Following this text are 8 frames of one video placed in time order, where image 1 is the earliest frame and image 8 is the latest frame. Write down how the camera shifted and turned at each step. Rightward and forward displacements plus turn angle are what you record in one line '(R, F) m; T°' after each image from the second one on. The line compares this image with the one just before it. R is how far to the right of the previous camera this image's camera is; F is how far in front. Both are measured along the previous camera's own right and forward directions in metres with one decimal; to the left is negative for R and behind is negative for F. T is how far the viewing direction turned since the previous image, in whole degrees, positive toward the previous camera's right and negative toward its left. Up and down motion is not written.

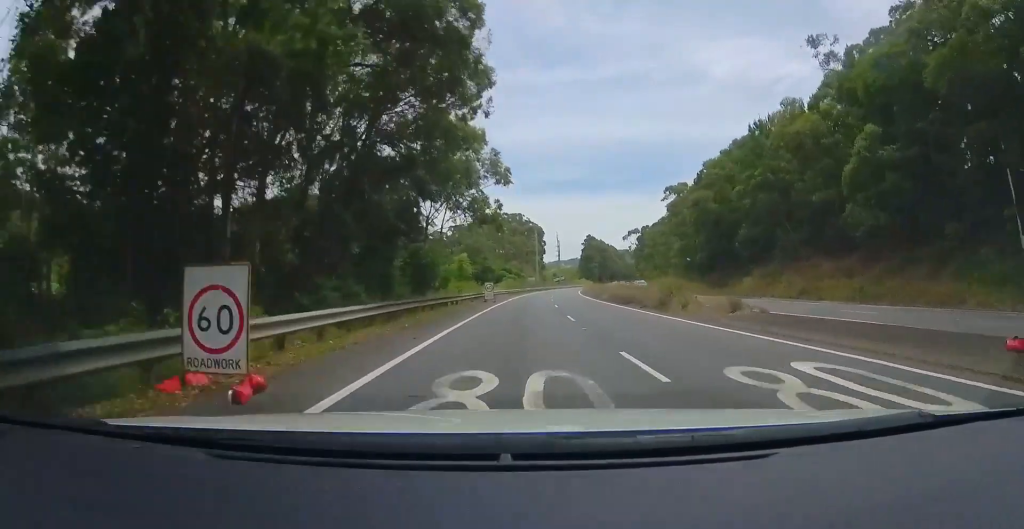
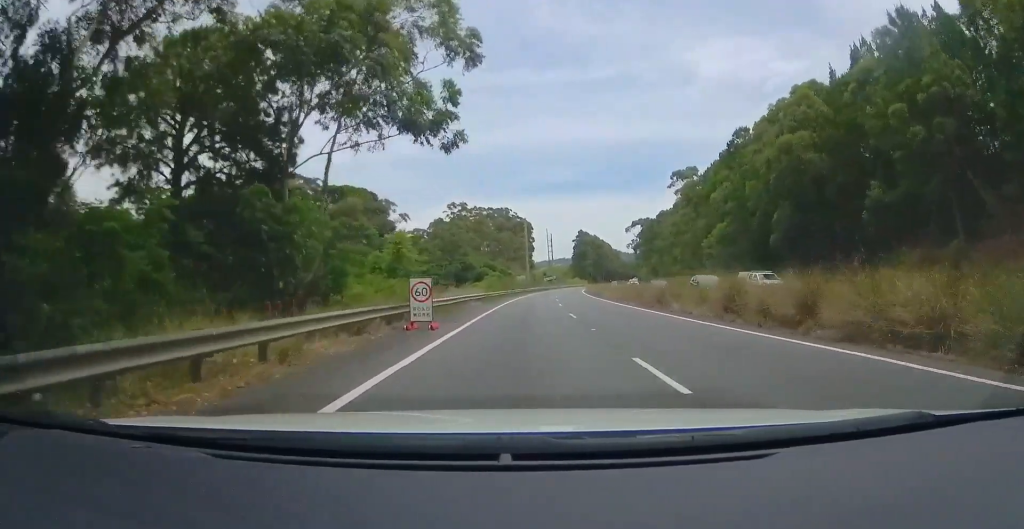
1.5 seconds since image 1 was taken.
(+0.3, +25.2) m; +1°
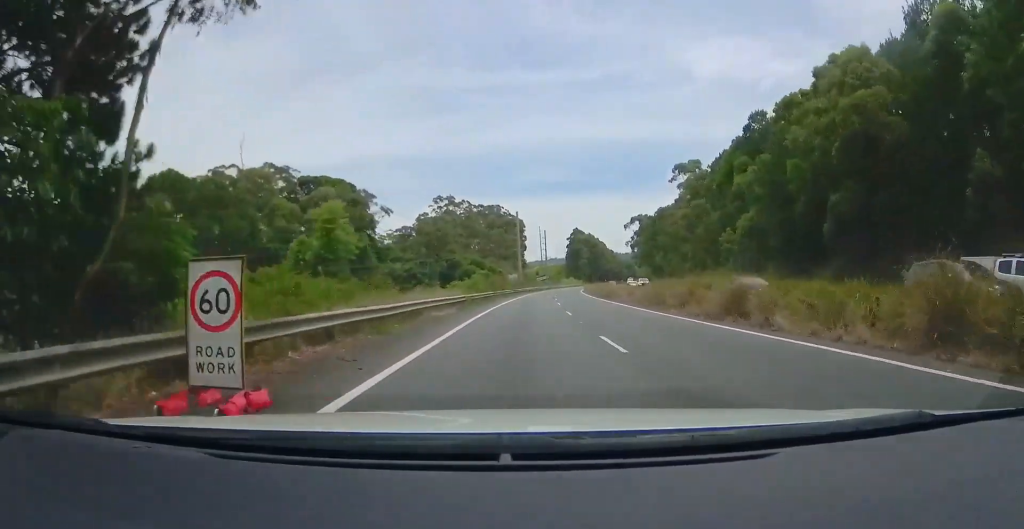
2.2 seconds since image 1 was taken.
(+0.3, +10.7) m; 0°
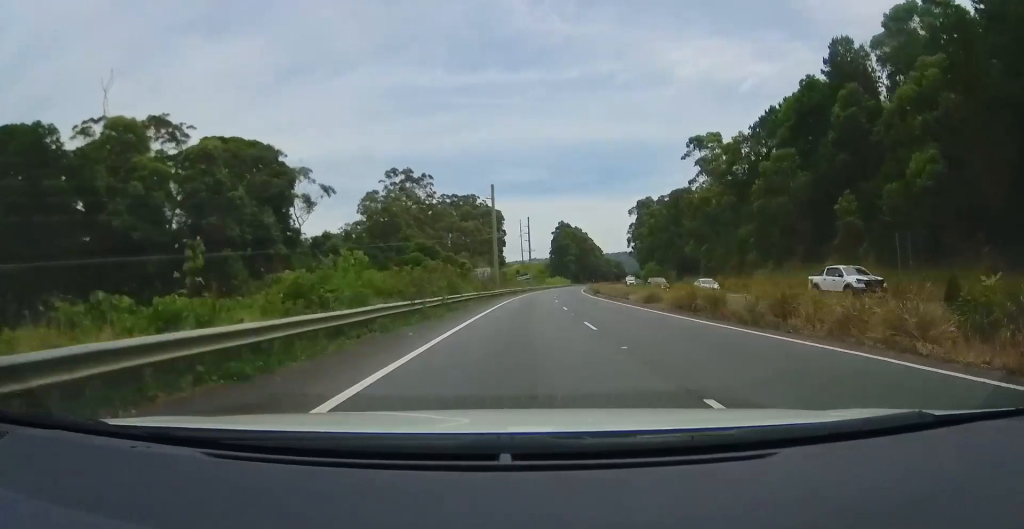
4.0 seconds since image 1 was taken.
(-0.4, +31.9) m; 0°
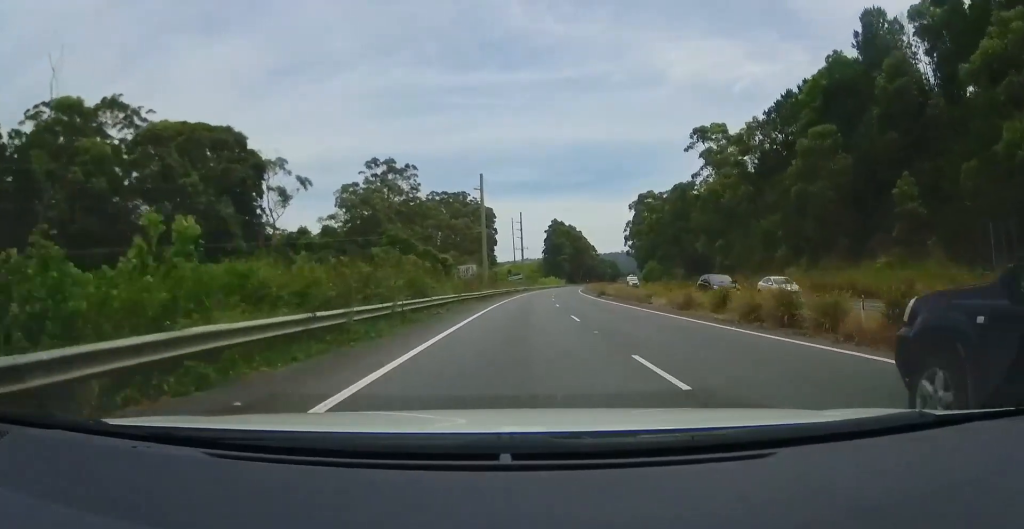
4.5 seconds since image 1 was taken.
(0.0, +9.2) m; +1°
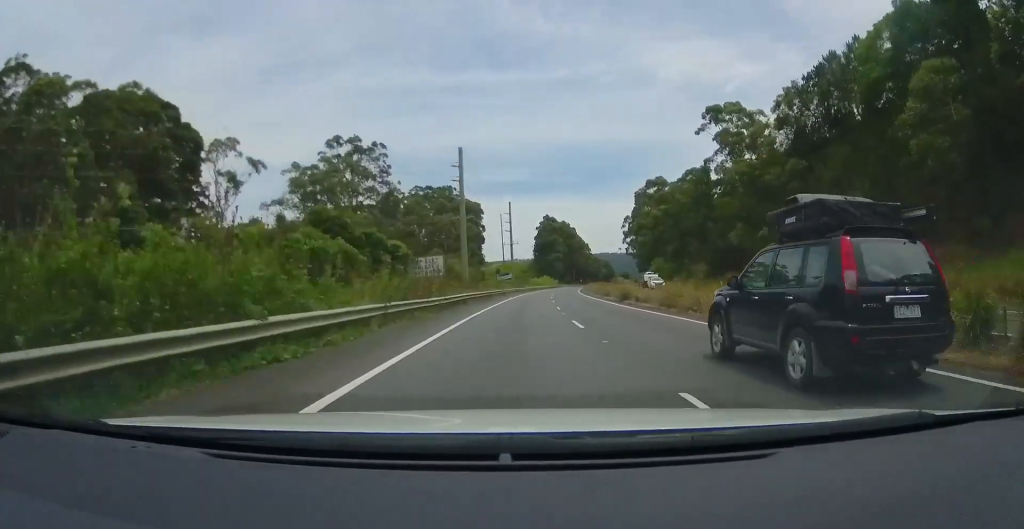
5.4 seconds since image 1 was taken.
(0.0, +15.6) m; +2°
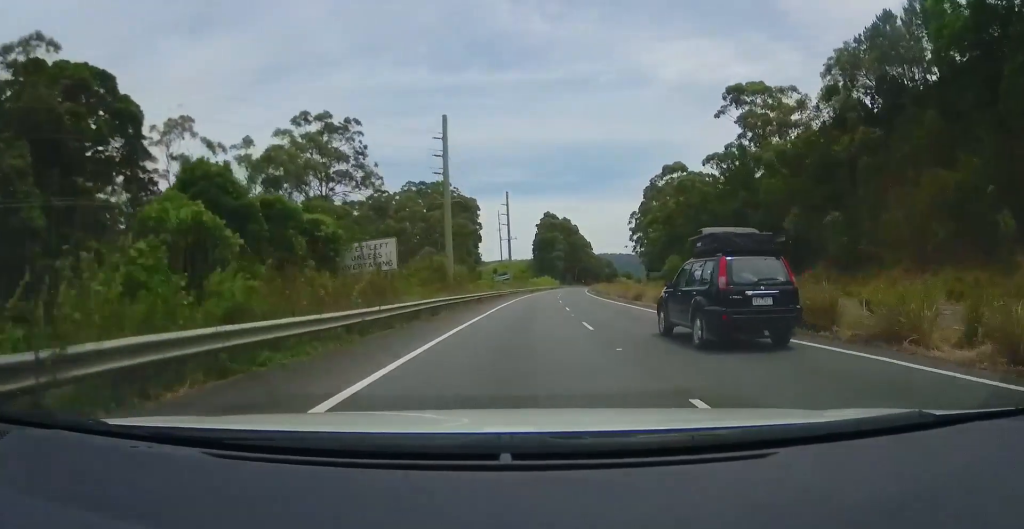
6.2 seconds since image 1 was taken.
(+0.4, +13.5) m; +1°
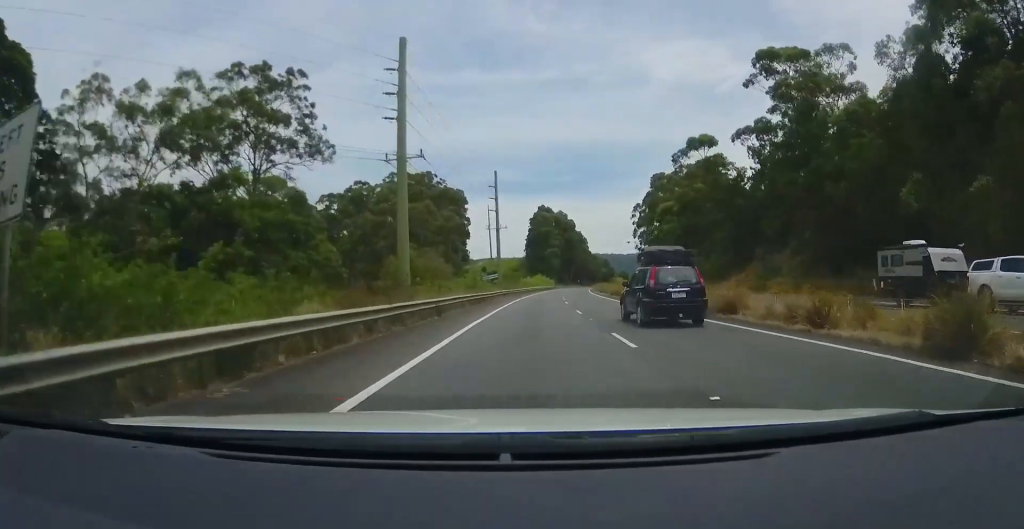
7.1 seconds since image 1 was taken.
(-0.2, +16.8) m; +1°
